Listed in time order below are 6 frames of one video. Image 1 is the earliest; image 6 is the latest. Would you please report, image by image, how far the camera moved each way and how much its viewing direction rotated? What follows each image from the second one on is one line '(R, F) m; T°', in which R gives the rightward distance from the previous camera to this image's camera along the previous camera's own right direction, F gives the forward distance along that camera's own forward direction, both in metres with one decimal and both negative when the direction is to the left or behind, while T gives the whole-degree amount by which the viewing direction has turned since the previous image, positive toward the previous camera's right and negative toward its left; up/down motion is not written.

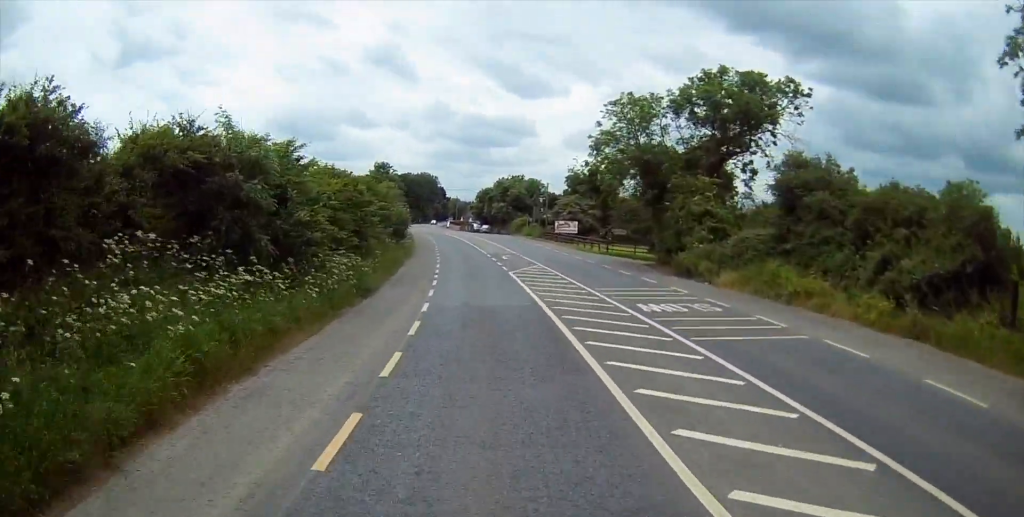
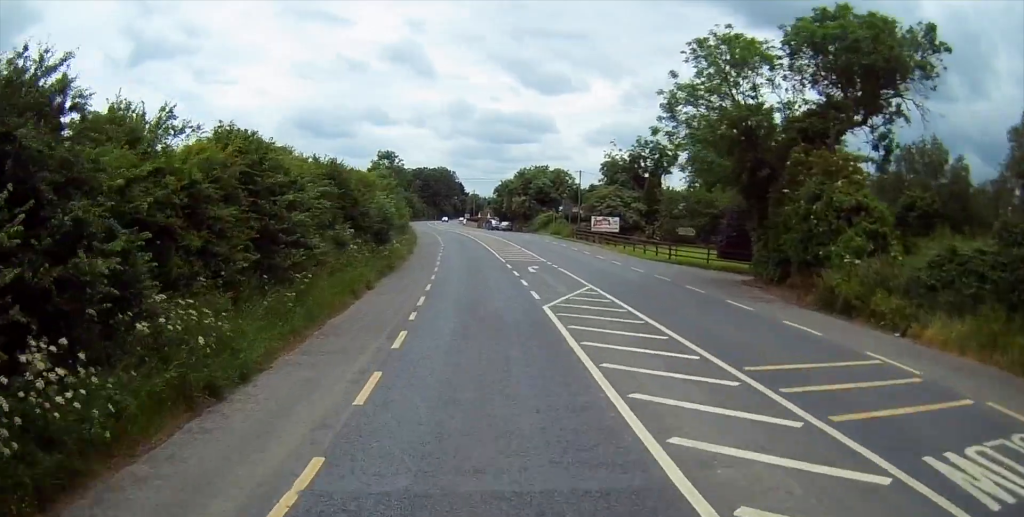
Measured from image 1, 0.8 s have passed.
(0.0, +14.2) m; -1°
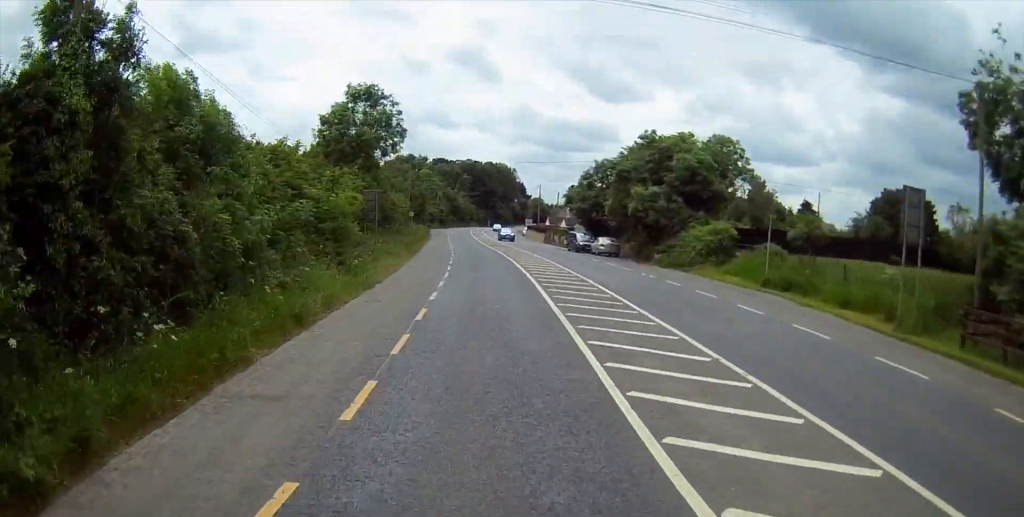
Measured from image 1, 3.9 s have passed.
(-3.3, +52.5) m; -7°
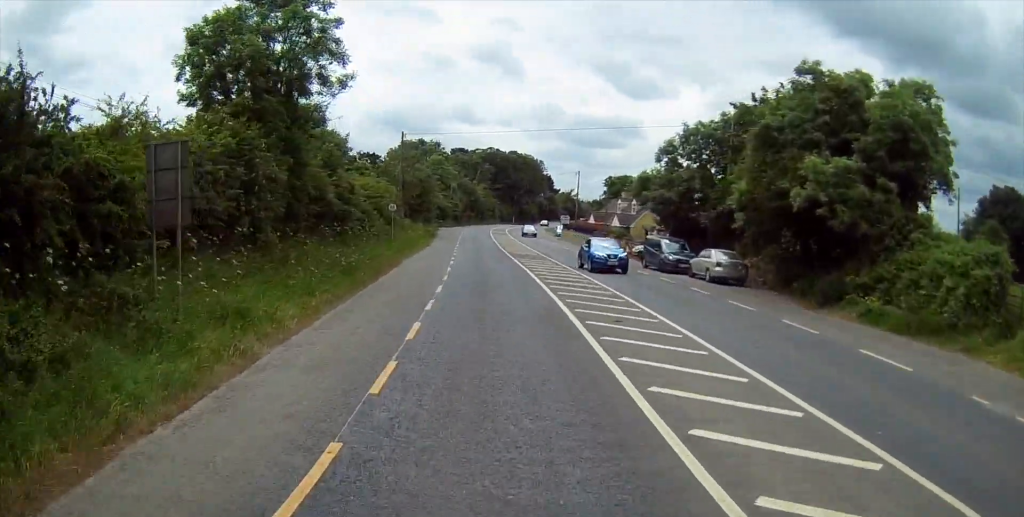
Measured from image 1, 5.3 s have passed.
(-0.3, +23.4) m; -1°
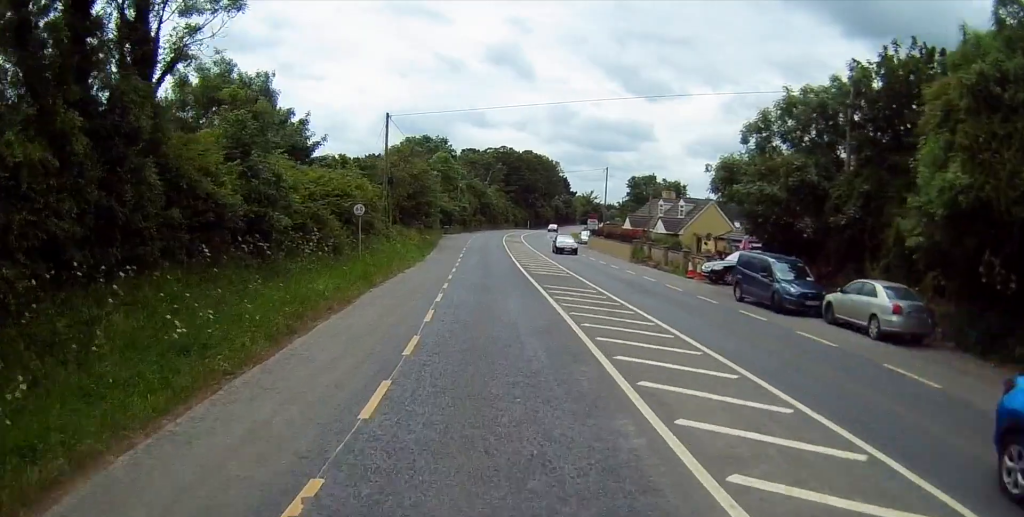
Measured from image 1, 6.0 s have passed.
(0.0, +13.2) m; -1°
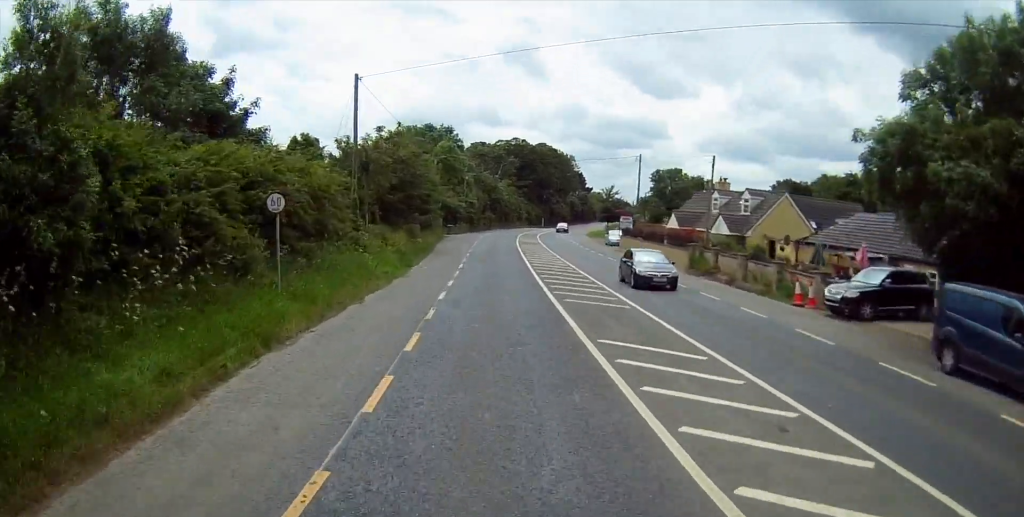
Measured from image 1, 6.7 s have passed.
(-0.2, +12.2) m; -1°
